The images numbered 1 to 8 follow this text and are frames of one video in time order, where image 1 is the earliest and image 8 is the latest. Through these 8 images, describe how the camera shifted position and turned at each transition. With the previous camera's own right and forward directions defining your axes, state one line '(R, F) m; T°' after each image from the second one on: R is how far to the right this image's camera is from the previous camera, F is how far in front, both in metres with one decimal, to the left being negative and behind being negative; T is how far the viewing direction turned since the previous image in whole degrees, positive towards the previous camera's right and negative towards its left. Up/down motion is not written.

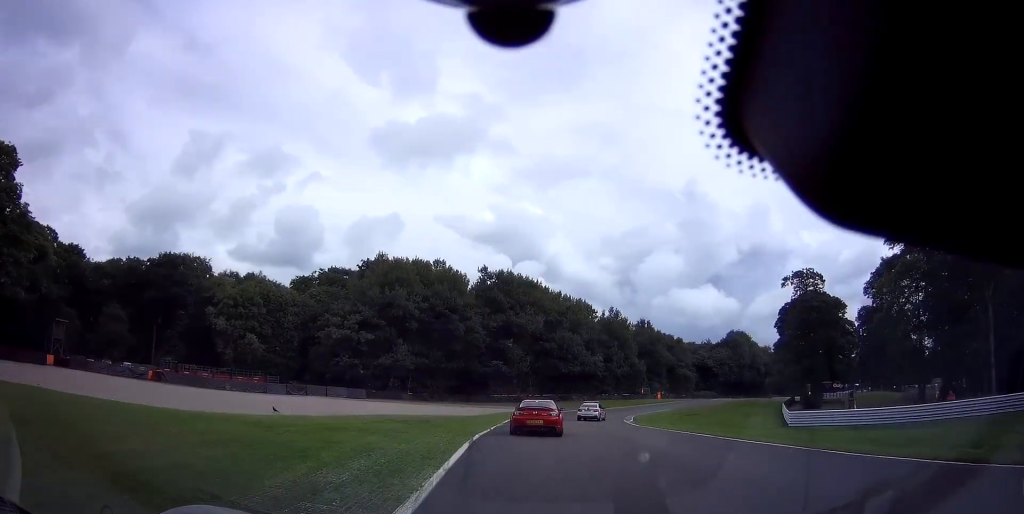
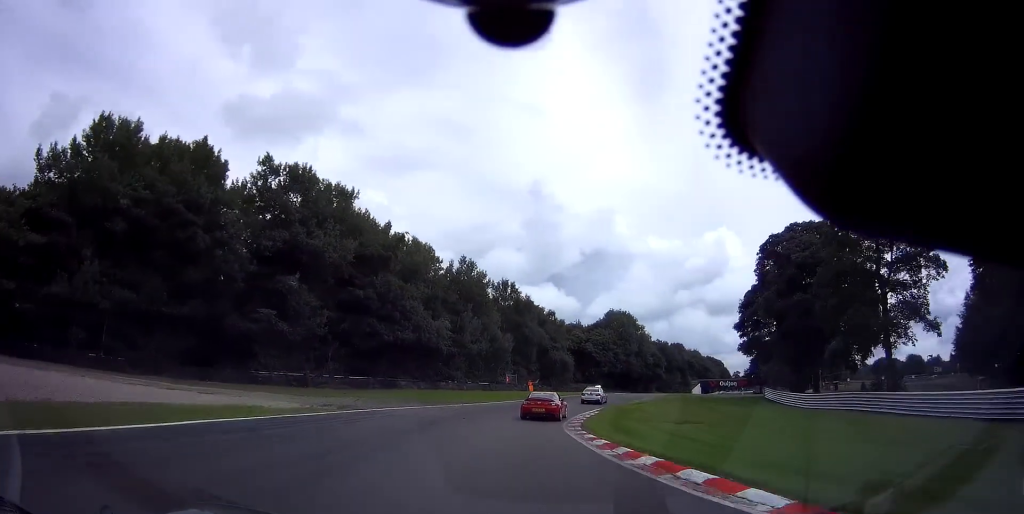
(+6.3, +37.6) m; +19°
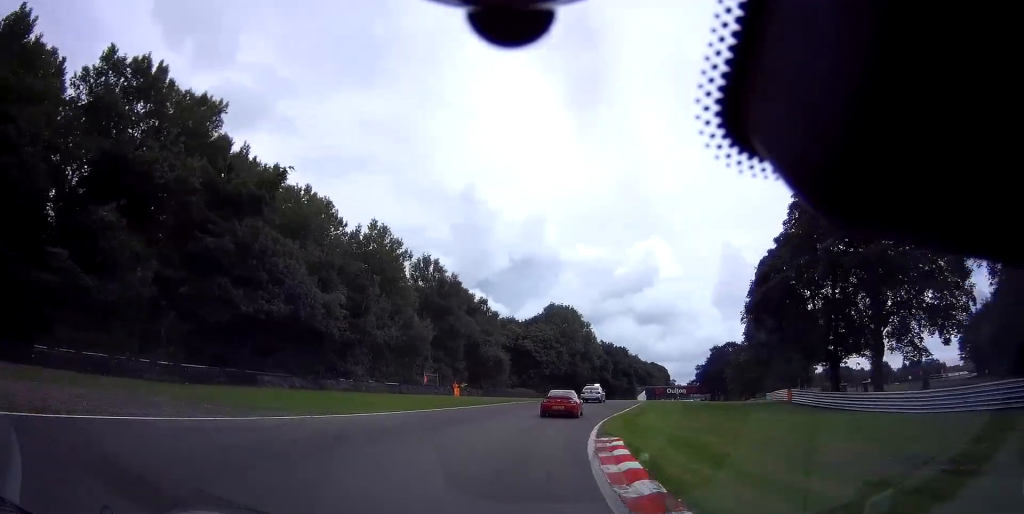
(+1.0, +18.8) m; +8°
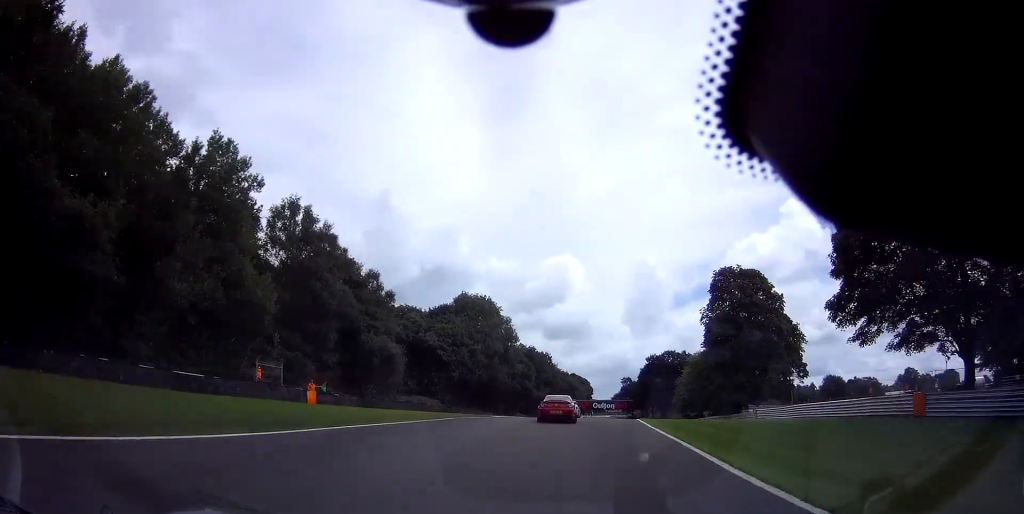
(+1.9, +22.8) m; +8°
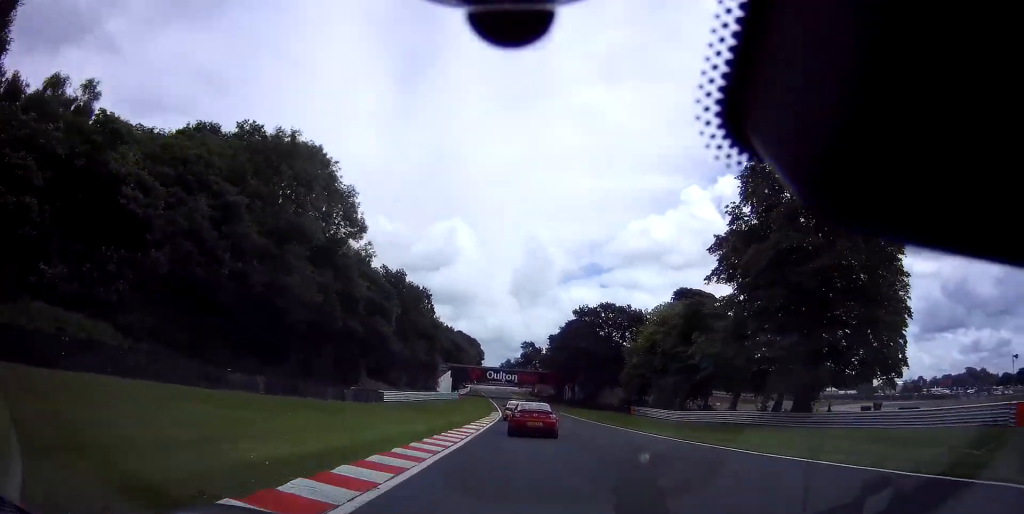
(+5.5, +46.0) m; +11°
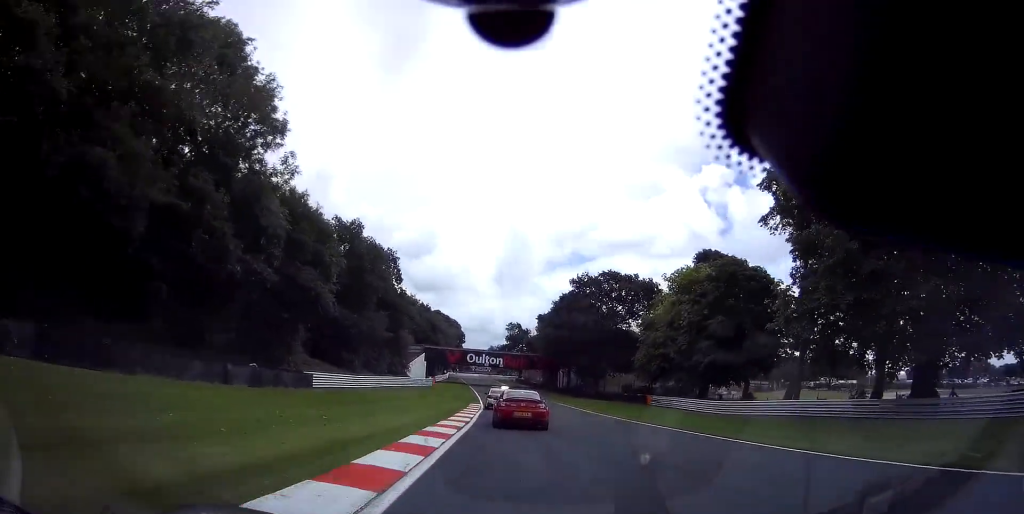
(+0.4, +15.9) m; +2°
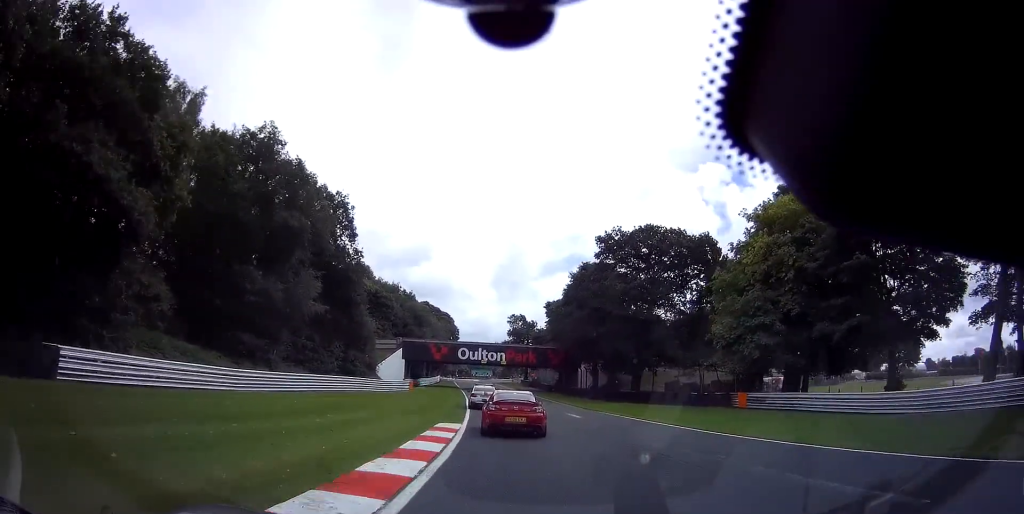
(+0.2, +22.6) m; 0°
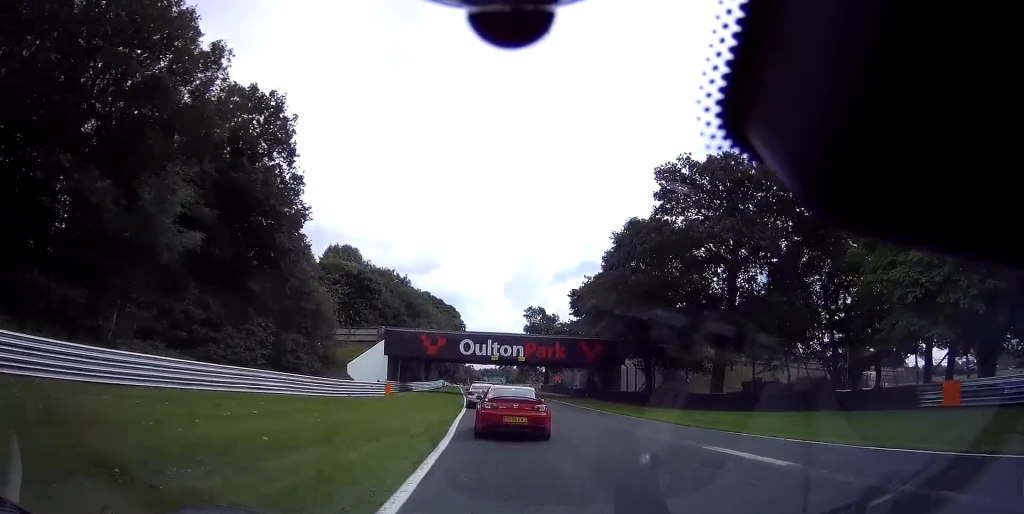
(0.0, +18.6) m; 0°
